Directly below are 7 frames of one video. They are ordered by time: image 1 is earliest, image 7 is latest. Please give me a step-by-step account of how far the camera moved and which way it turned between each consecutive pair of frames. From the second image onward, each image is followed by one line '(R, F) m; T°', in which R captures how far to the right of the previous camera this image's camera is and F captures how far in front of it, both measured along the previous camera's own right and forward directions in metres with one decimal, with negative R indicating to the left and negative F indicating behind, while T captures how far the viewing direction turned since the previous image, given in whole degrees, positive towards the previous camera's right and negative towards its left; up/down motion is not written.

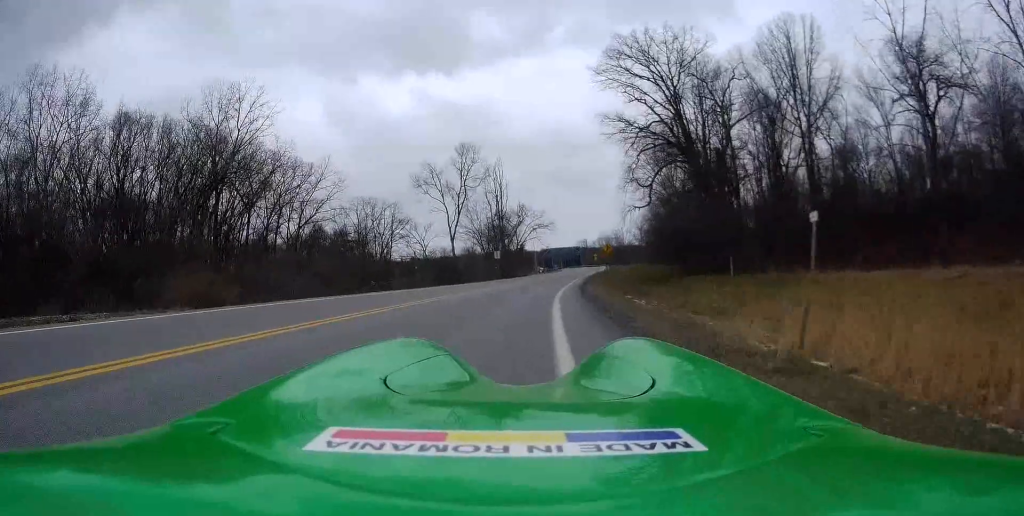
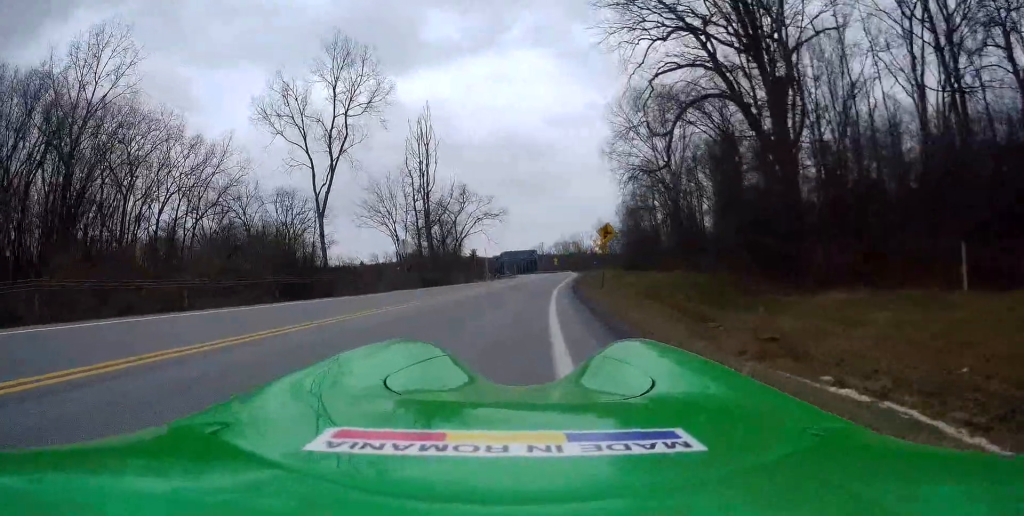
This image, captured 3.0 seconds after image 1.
(+0.2, +26.0) m; +5°
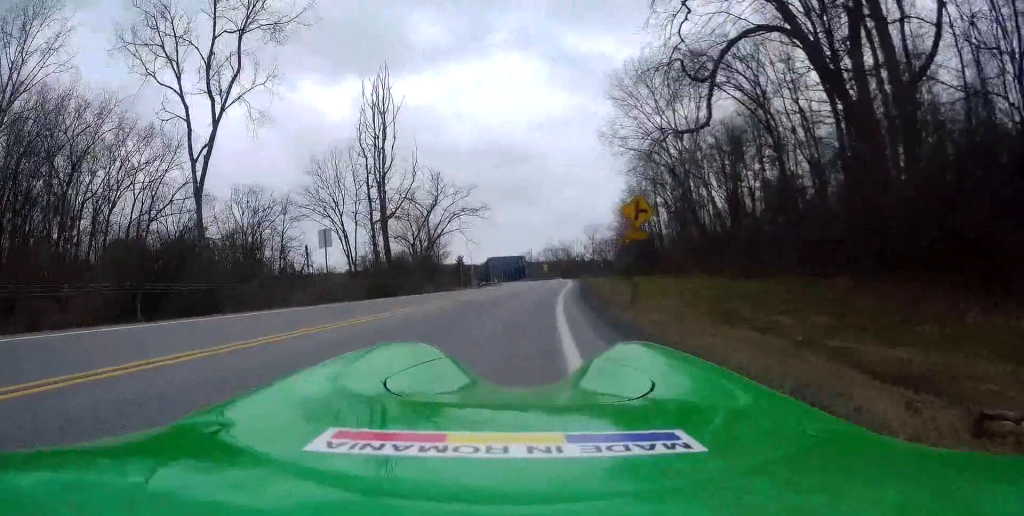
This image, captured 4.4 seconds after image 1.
(+0.6, +11.6) m; 0°
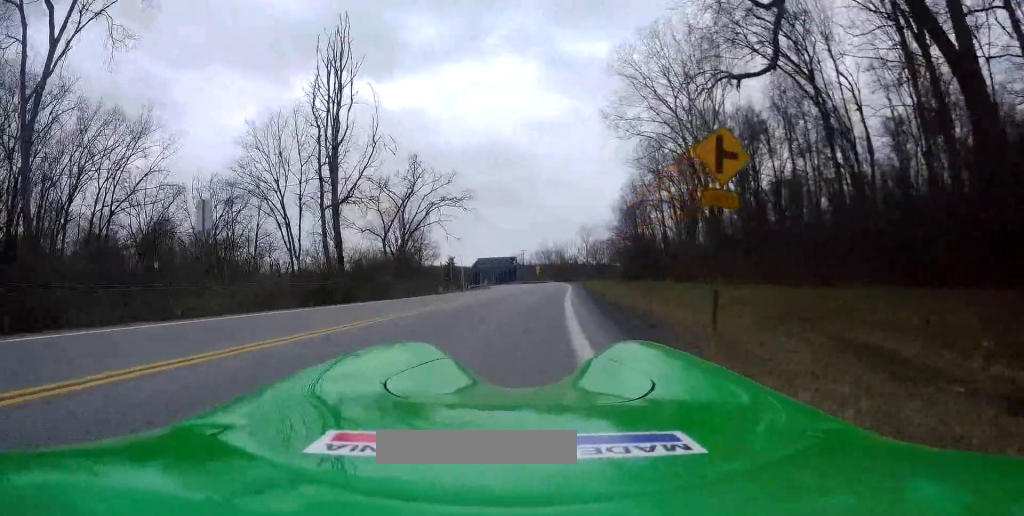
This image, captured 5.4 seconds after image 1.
(-0.4, +8.8) m; -1°
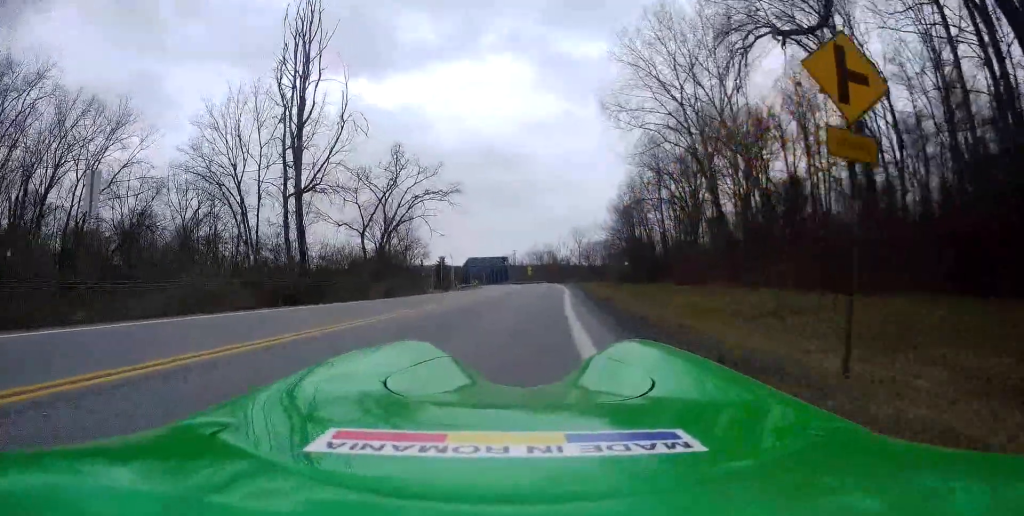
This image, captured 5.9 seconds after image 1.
(-0.1, +4.4) m; +1°
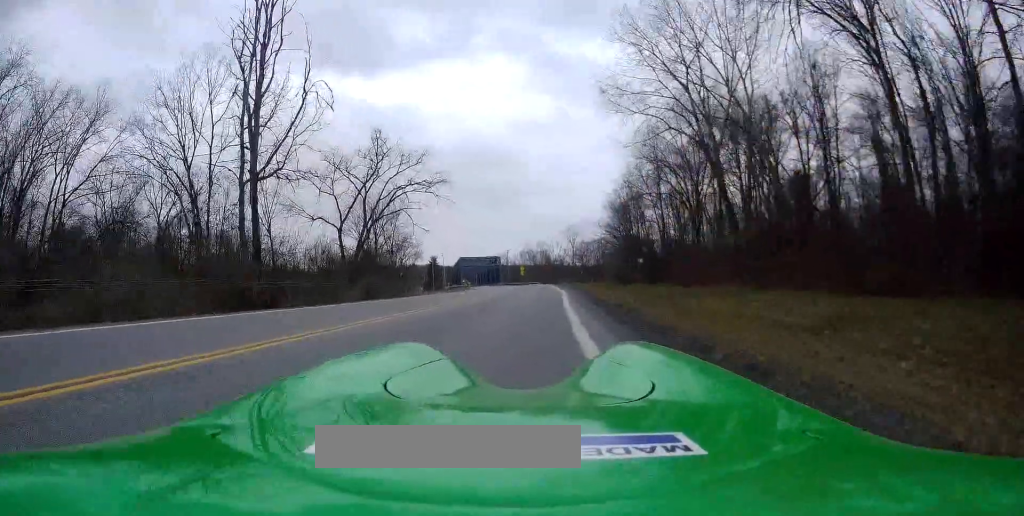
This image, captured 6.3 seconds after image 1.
(+0.2, +4.0) m; +2°
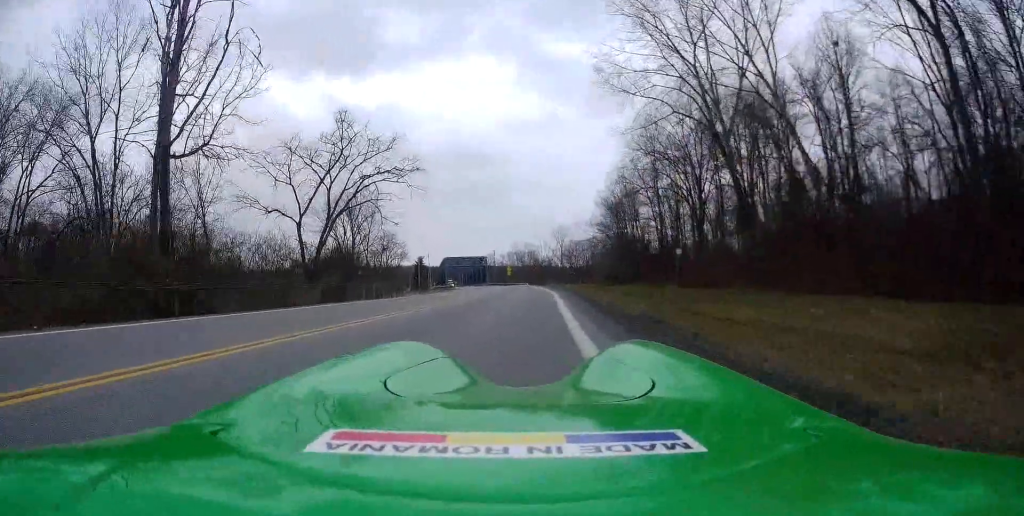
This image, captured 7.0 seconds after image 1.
(+0.2, +5.8) m; +2°
